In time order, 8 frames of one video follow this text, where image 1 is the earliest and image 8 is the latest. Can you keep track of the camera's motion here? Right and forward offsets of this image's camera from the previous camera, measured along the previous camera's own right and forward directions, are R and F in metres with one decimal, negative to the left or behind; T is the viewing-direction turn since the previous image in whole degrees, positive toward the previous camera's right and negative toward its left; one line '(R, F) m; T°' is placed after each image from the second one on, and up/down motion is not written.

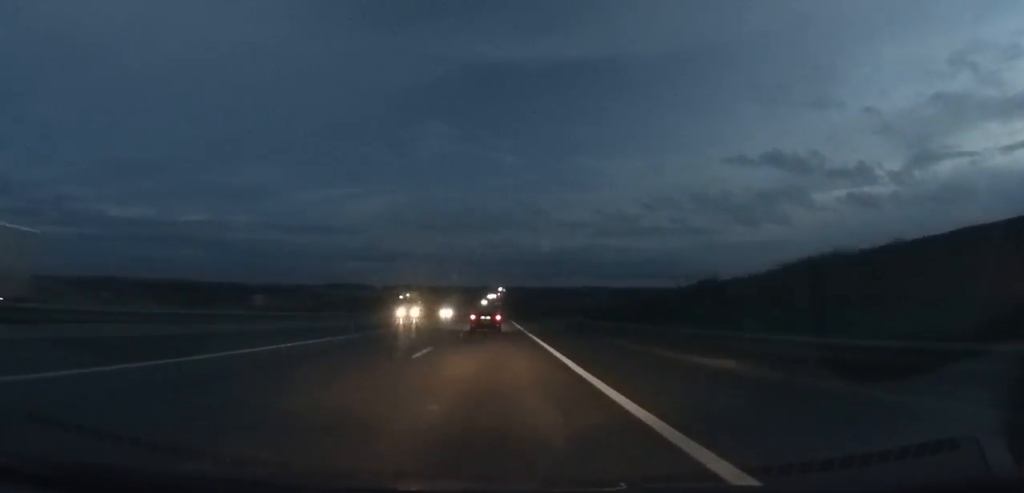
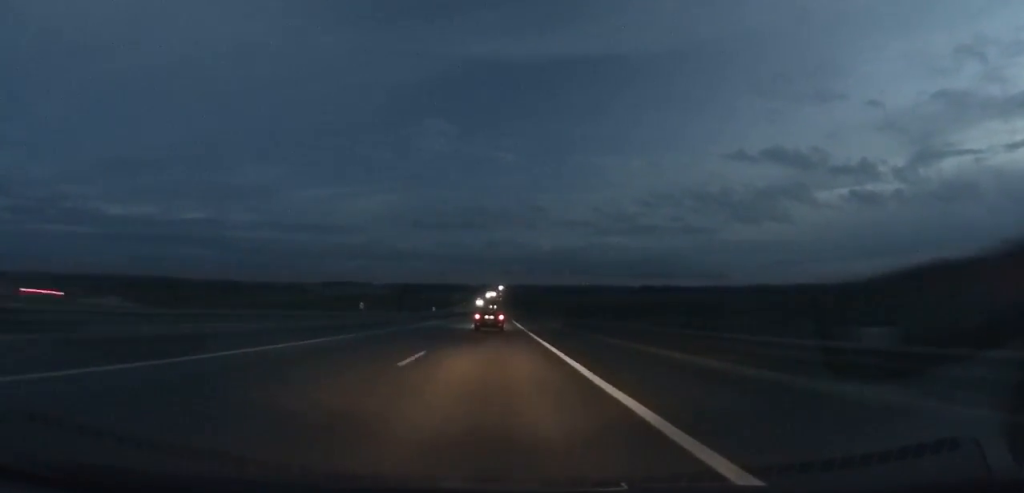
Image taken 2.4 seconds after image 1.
(+0.1, +65.7) m; 0°
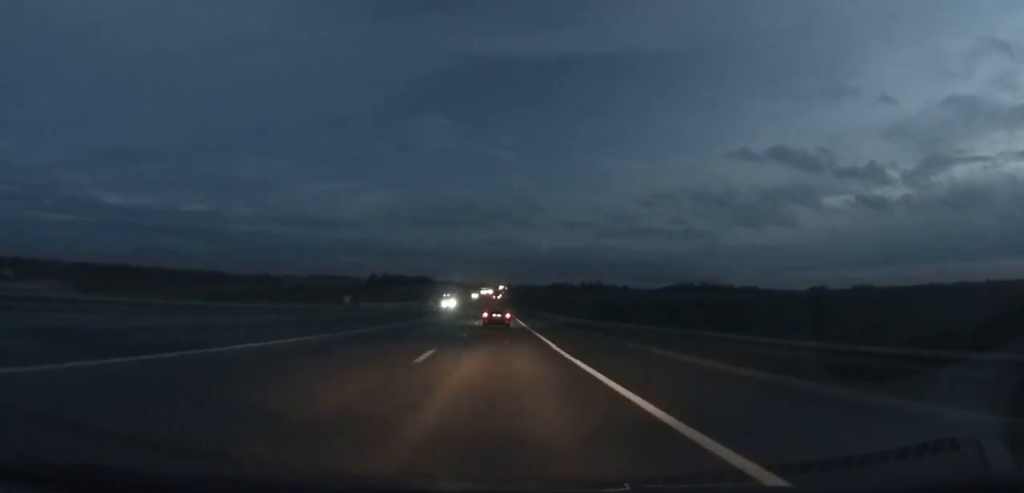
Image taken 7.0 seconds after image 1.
(+0.6, +126.4) m; +1°
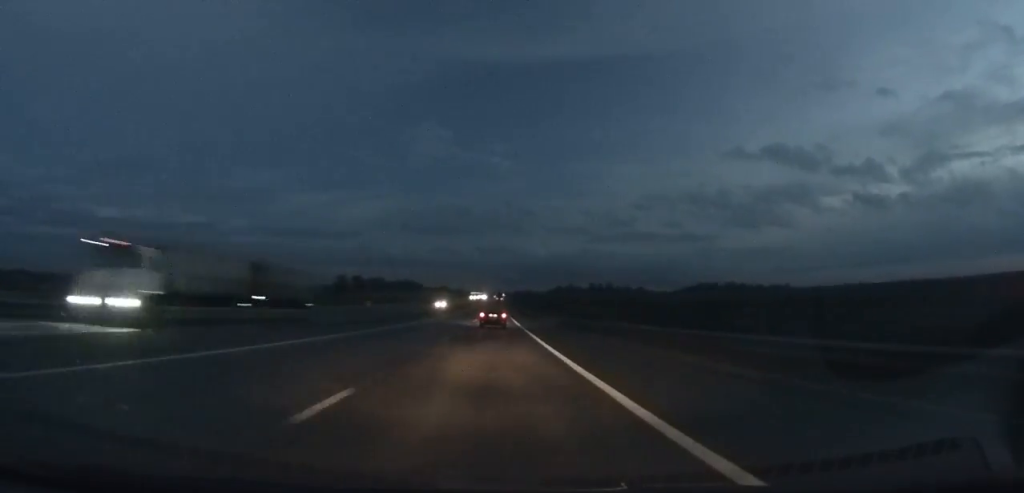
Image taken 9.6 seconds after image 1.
(-0.1, +72.1) m; 0°
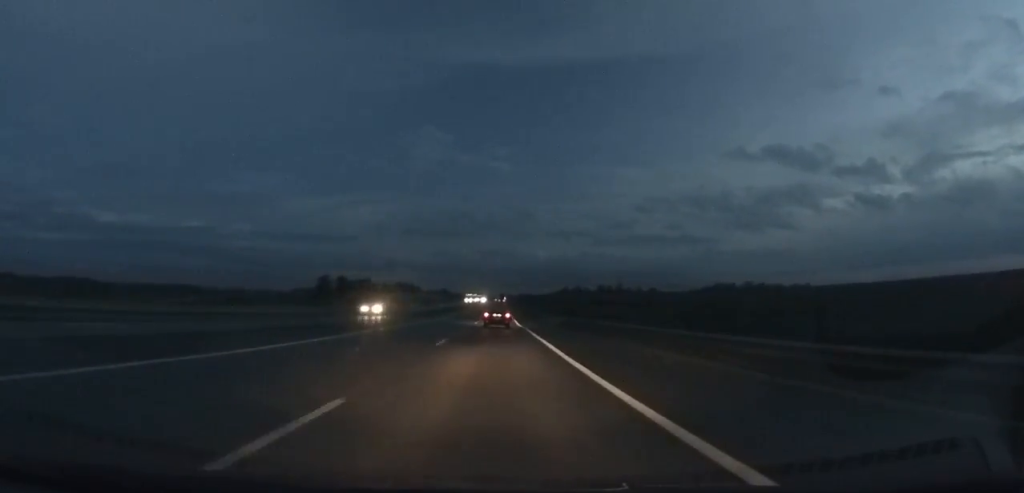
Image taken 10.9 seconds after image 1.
(0.0, +36.2) m; 0°
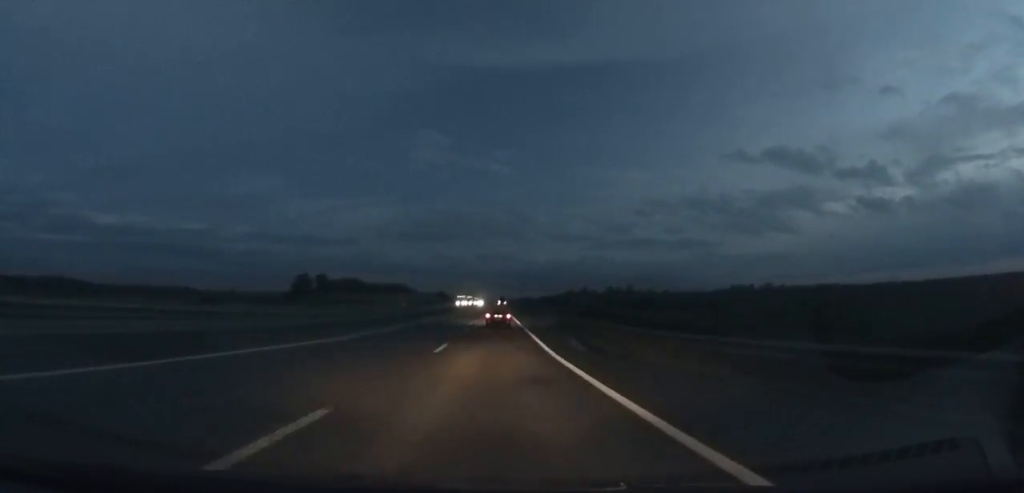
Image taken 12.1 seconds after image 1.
(-0.1, +33.7) m; 0°
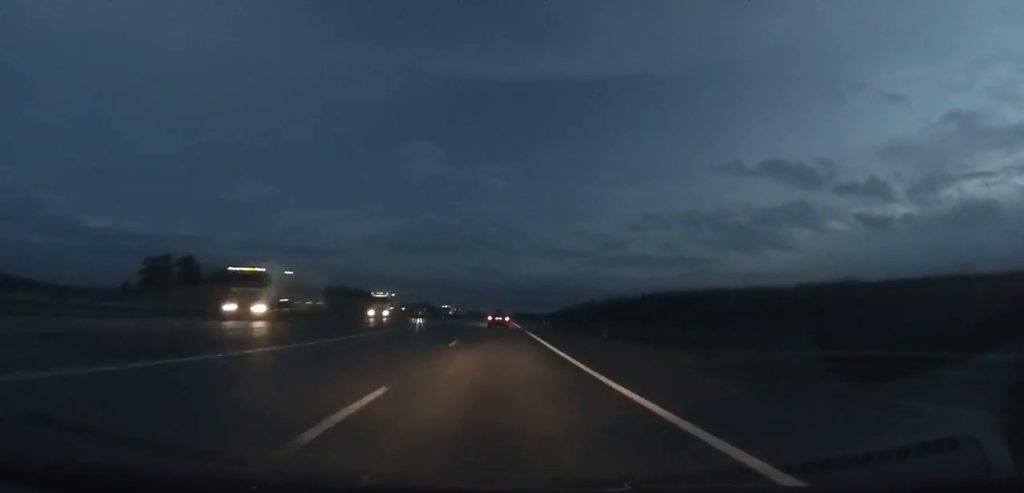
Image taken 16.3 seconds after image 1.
(-0.1, +117.8) m; 0°
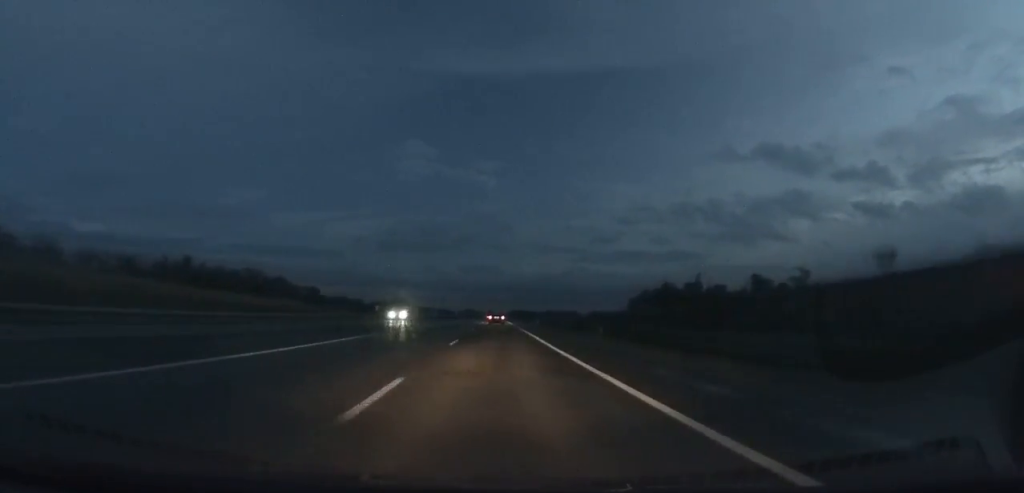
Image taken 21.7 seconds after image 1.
(+0.6, +147.2) m; 0°
